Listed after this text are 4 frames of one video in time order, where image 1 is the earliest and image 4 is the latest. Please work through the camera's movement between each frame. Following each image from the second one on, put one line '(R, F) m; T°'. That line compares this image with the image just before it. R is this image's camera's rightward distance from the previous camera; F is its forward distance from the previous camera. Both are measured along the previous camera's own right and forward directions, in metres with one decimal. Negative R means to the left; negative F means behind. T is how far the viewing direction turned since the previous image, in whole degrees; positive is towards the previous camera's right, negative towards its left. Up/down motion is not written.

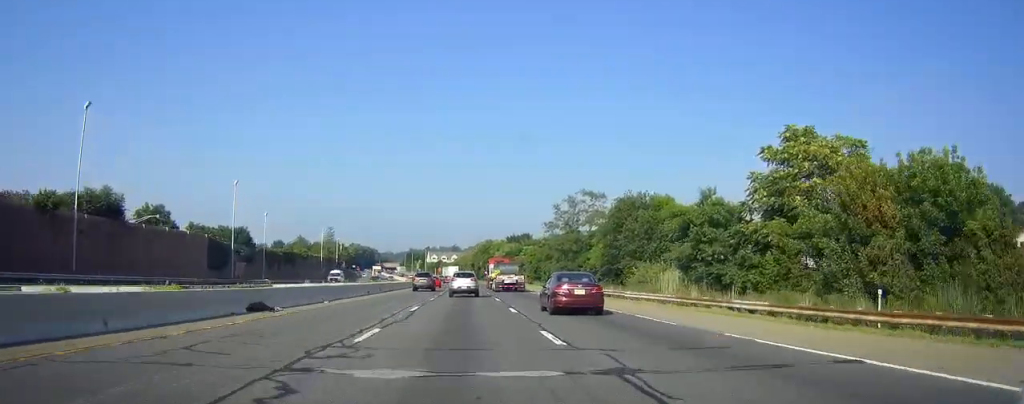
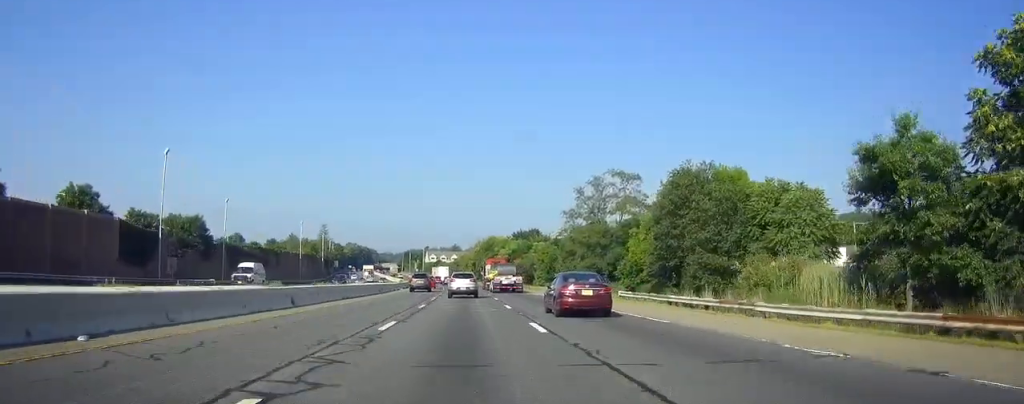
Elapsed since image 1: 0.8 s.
(-0.1, +21.3) m; 0°
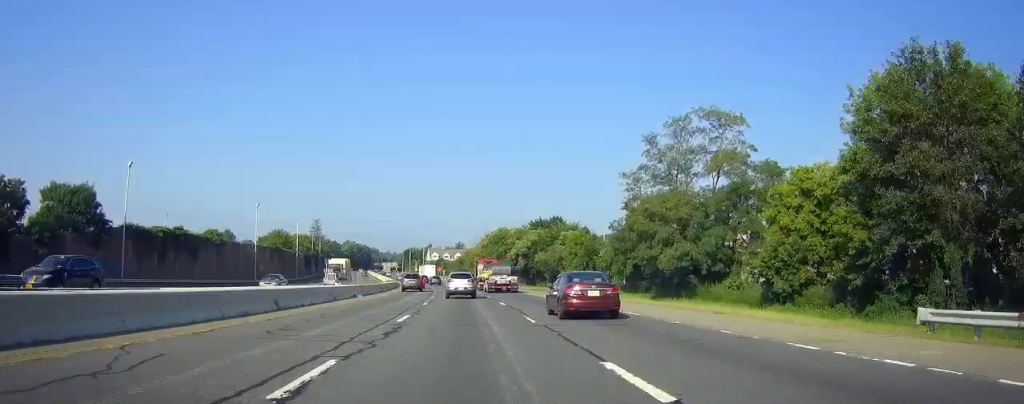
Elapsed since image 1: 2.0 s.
(-0.1, +33.2) m; -1°
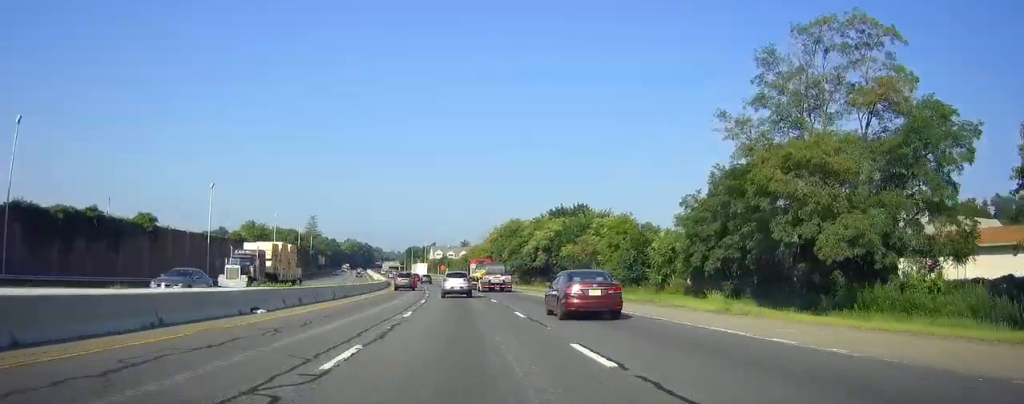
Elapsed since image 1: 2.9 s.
(-0.1, +22.6) m; 0°
